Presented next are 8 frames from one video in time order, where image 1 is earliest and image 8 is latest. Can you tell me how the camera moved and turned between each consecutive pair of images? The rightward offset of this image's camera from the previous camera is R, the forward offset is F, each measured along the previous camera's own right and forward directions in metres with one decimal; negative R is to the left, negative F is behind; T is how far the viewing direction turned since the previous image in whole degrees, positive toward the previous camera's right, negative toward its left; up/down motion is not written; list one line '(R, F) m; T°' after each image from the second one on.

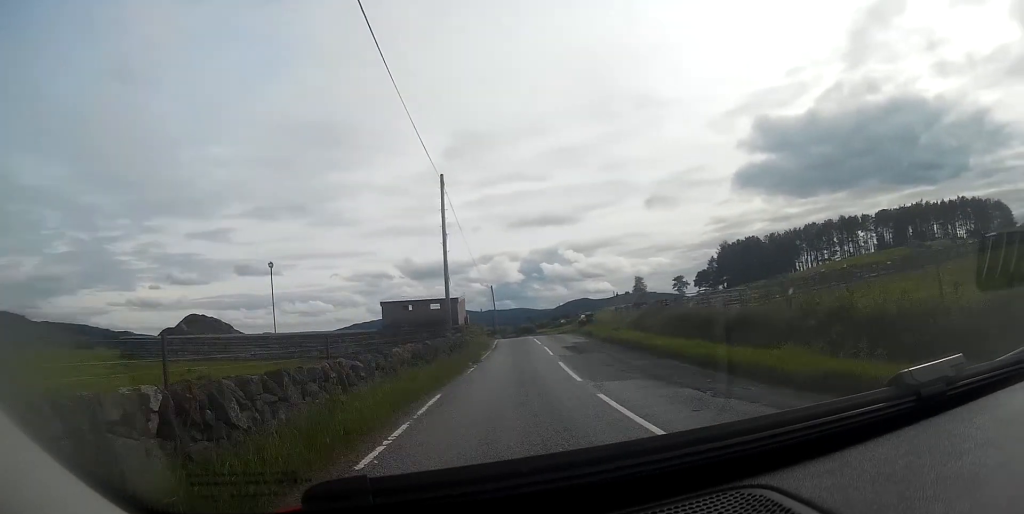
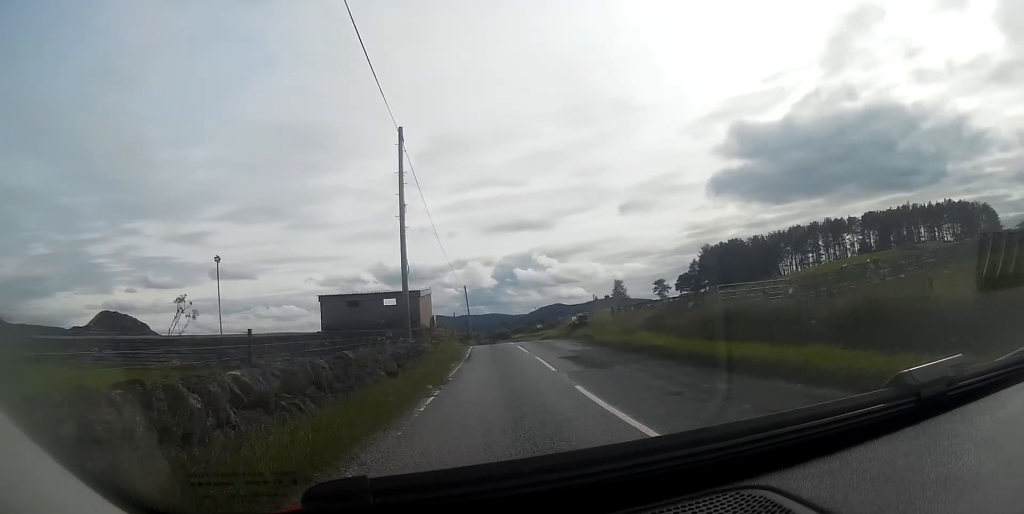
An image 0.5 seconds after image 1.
(+0.1, +7.3) m; +1°
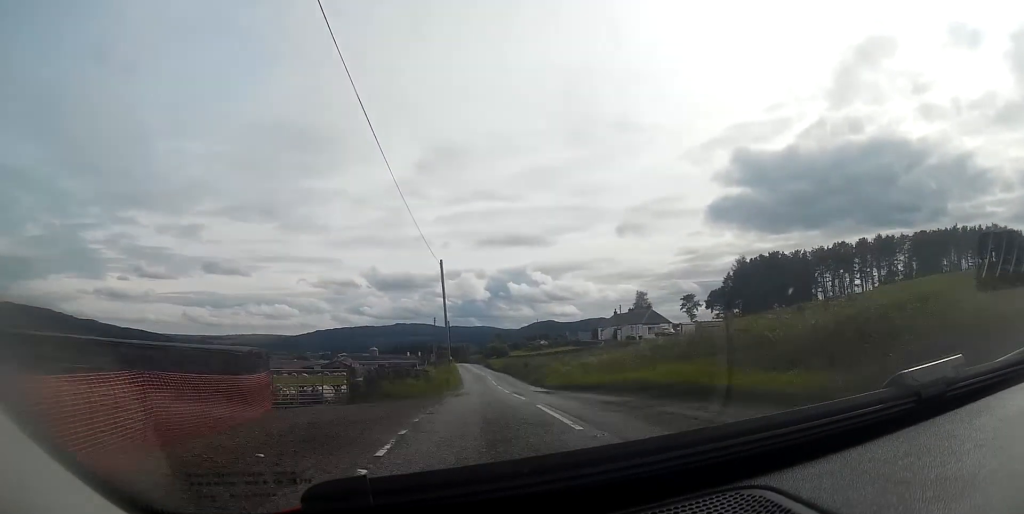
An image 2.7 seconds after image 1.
(+0.7, +34.1) m; +1°
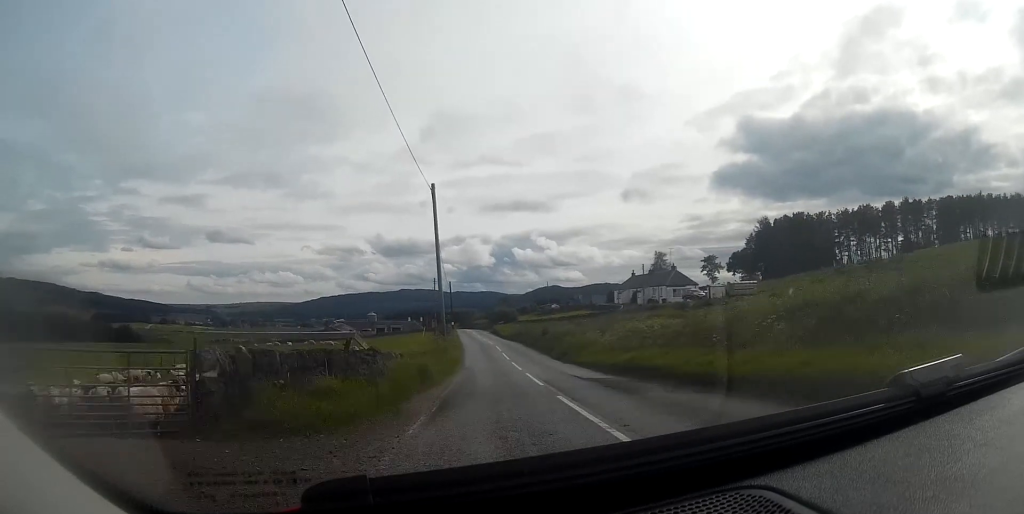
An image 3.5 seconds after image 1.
(+0.1, +12.0) m; 0°
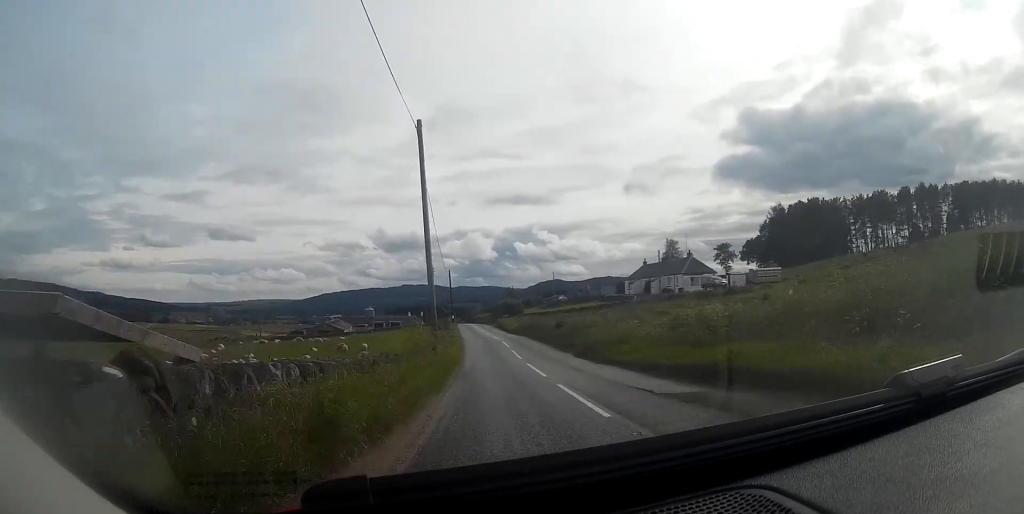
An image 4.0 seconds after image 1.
(-0.1, +7.5) m; 0°
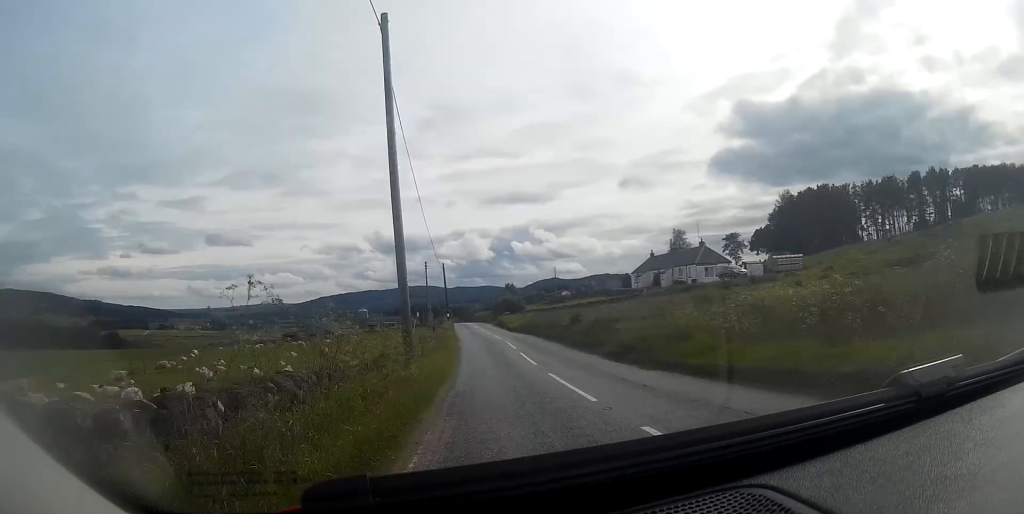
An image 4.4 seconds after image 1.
(0.0, +7.0) m; 0°
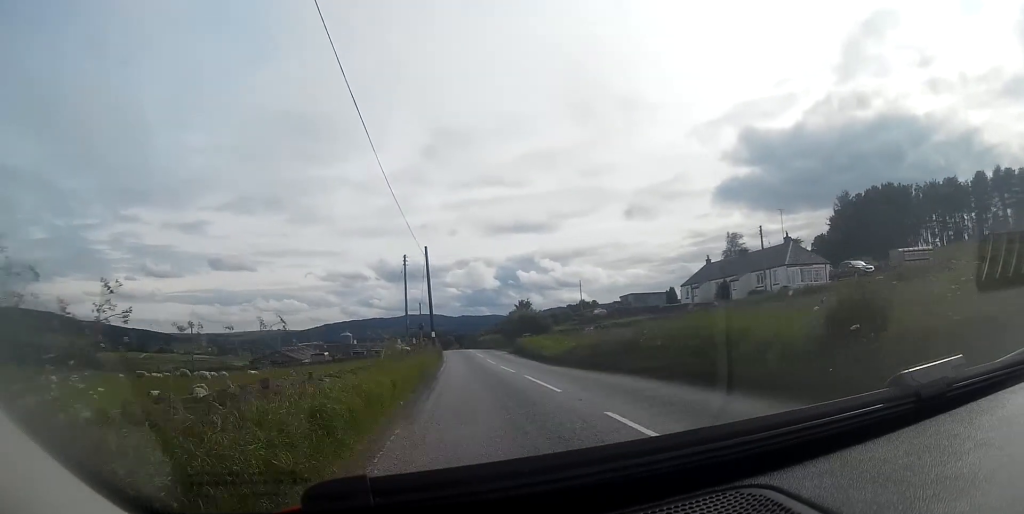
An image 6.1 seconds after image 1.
(+0.1, +25.7) m; 0°
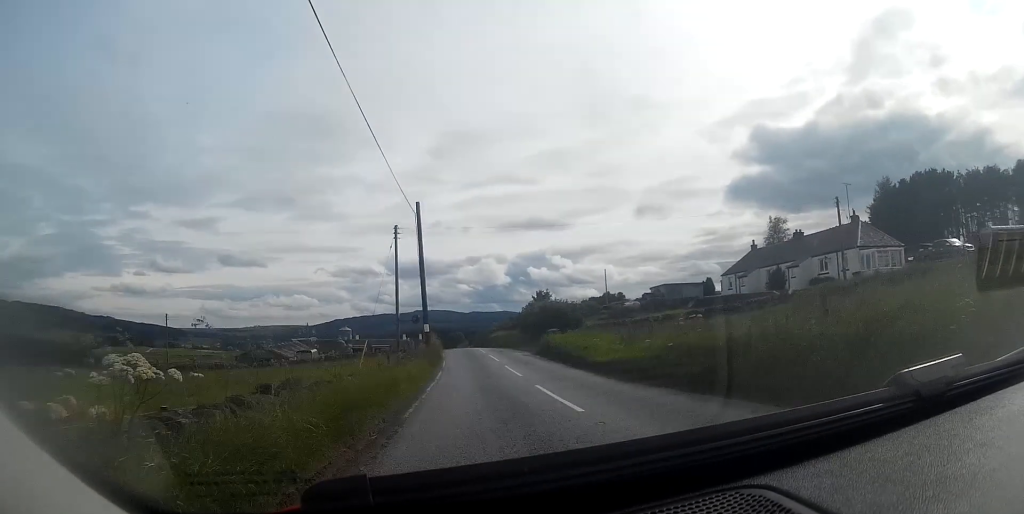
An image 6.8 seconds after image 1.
(-0.1, +11.7) m; -1°
